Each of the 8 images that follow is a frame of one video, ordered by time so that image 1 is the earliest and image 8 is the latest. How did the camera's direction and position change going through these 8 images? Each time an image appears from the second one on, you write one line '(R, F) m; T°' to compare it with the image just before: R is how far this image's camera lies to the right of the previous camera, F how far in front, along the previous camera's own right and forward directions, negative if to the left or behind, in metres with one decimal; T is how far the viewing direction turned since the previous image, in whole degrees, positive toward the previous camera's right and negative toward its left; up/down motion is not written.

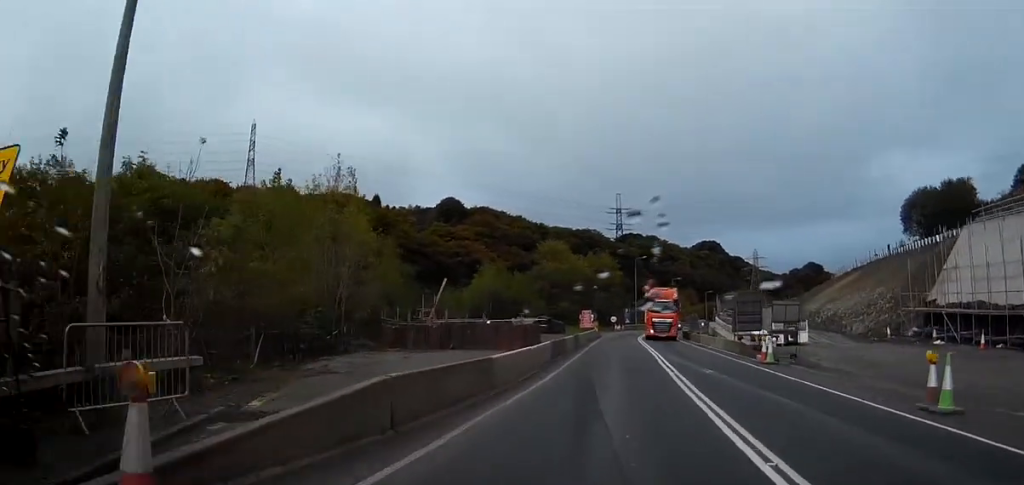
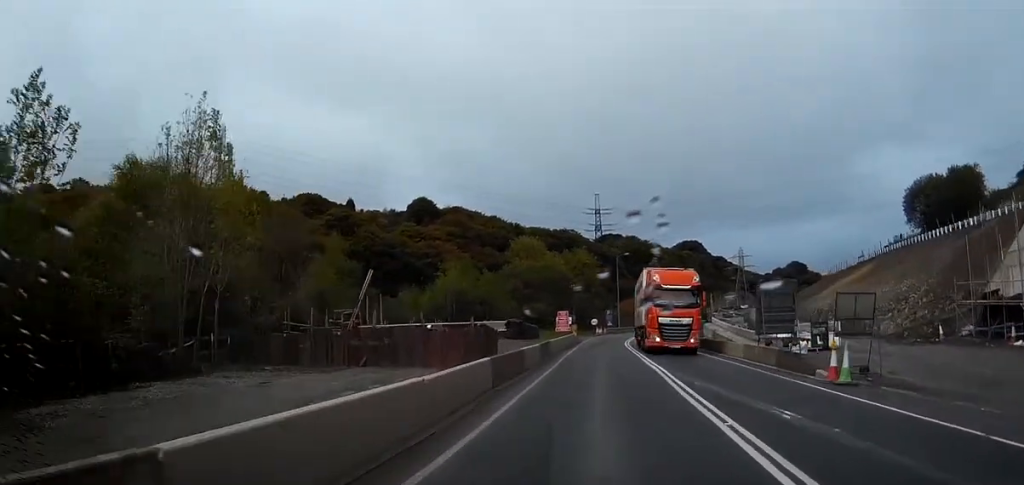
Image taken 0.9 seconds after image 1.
(+0.1, +11.7) m; +1°
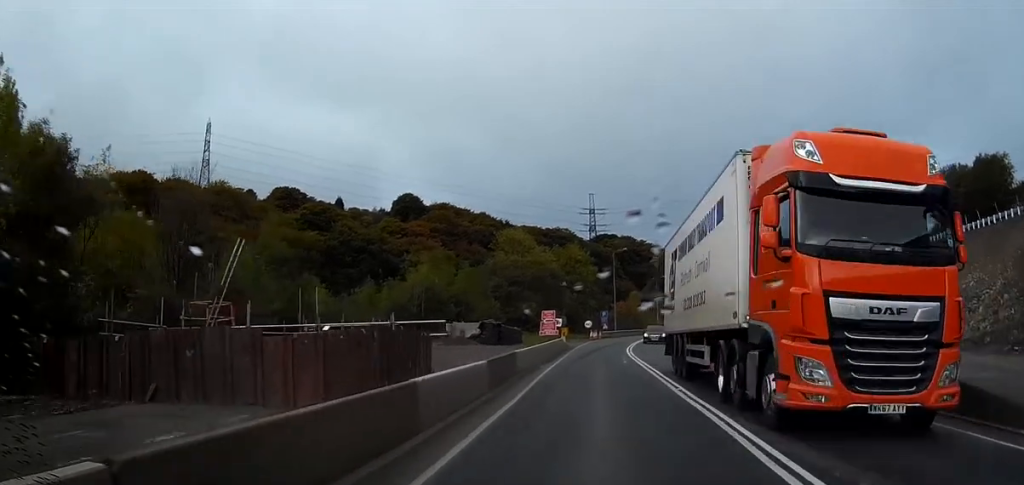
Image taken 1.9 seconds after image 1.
(+0.1, +13.1) m; +1°
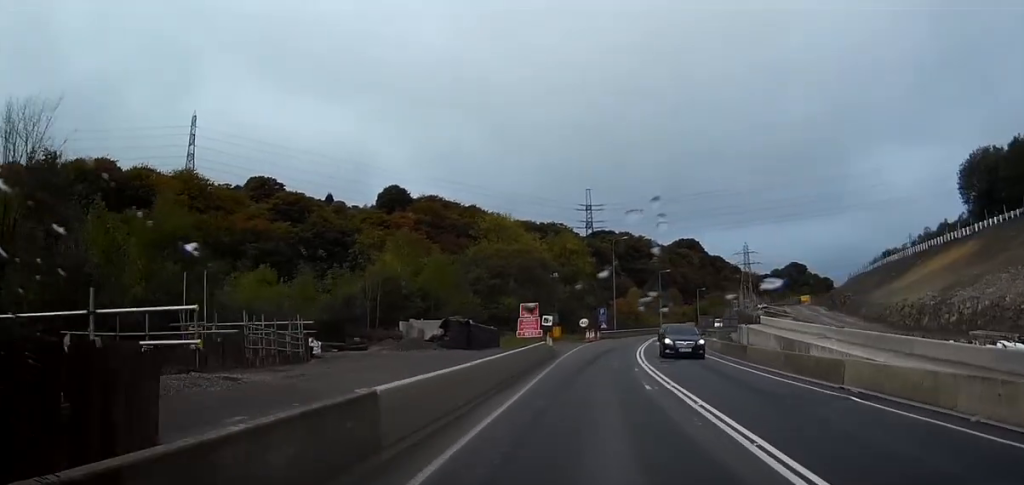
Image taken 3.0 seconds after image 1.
(+0.3, +14.1) m; +2°
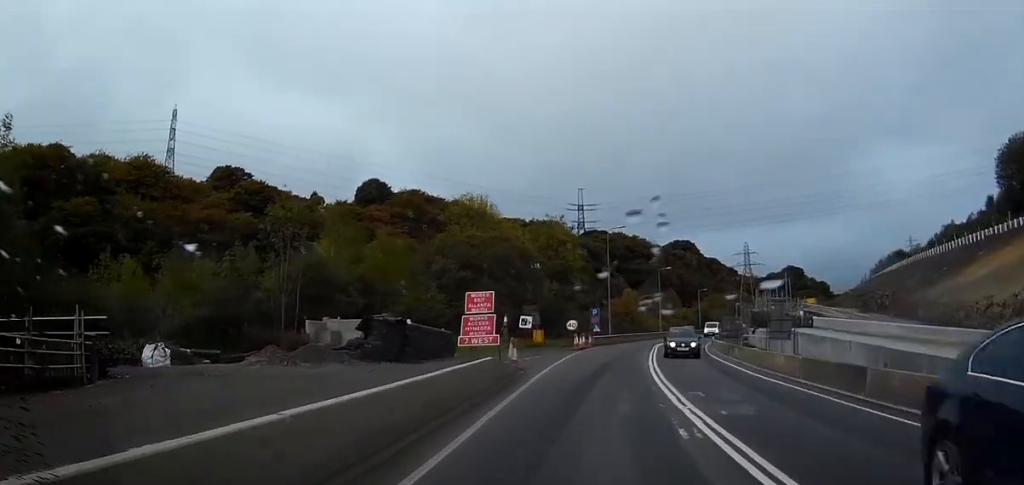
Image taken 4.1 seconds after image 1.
(+0.2, +14.8) m; +1°
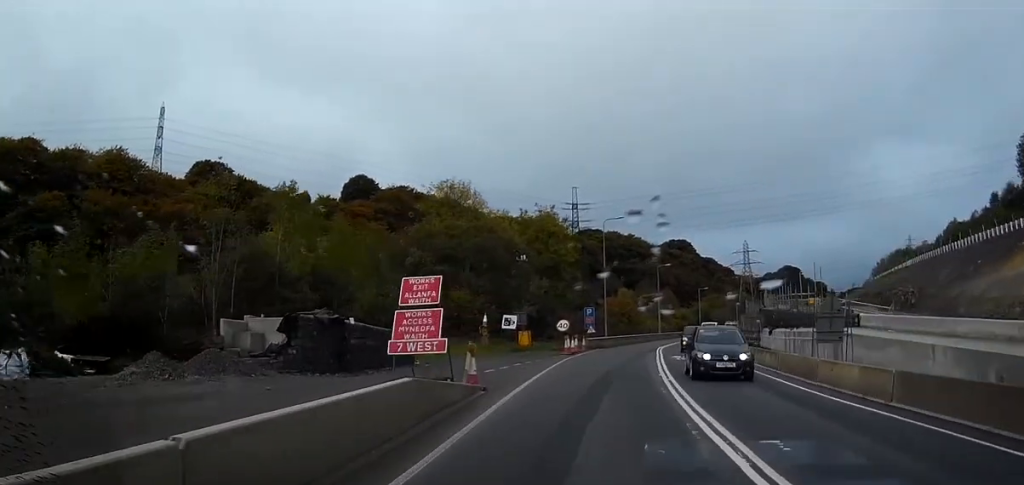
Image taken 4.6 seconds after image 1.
(-0.1, +7.8) m; +1°
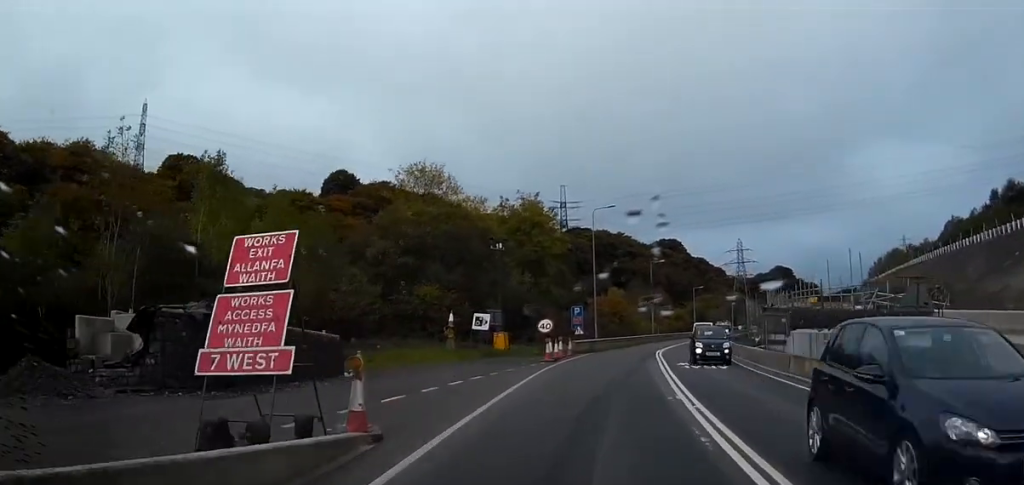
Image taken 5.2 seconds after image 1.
(+0.2, +8.0) m; +1°
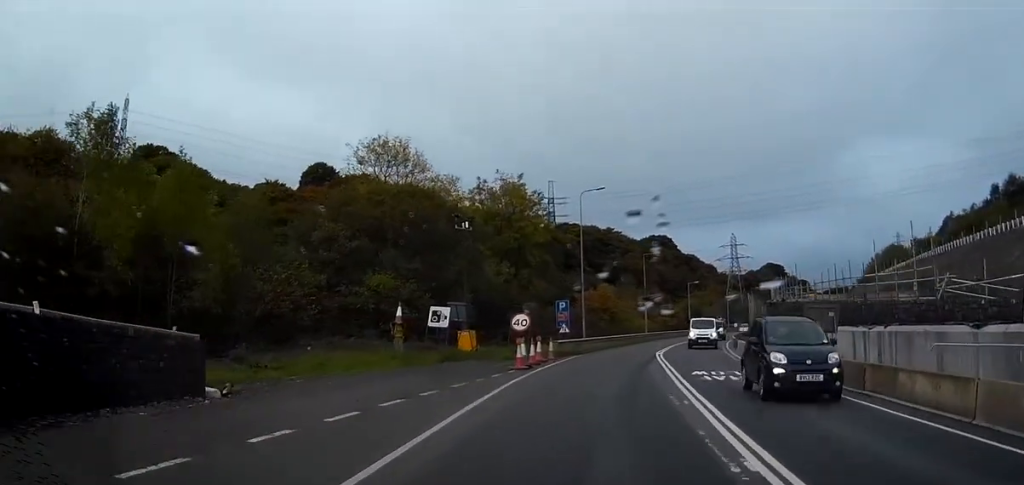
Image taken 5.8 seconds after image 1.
(+0.1, +8.5) m; +1°
